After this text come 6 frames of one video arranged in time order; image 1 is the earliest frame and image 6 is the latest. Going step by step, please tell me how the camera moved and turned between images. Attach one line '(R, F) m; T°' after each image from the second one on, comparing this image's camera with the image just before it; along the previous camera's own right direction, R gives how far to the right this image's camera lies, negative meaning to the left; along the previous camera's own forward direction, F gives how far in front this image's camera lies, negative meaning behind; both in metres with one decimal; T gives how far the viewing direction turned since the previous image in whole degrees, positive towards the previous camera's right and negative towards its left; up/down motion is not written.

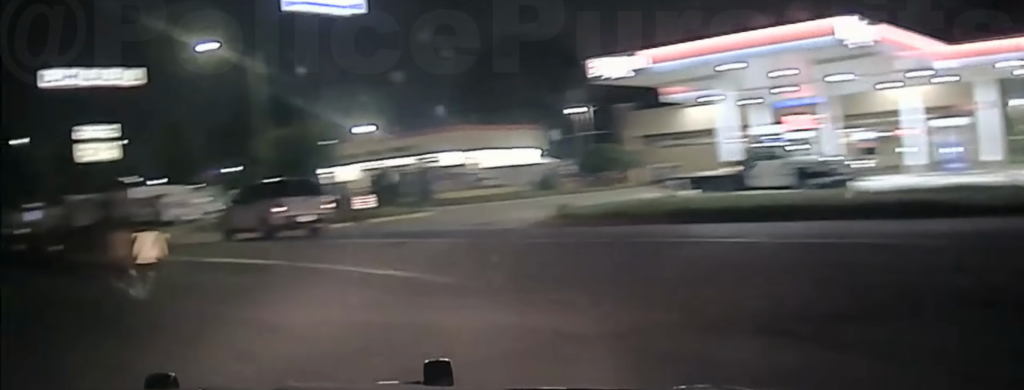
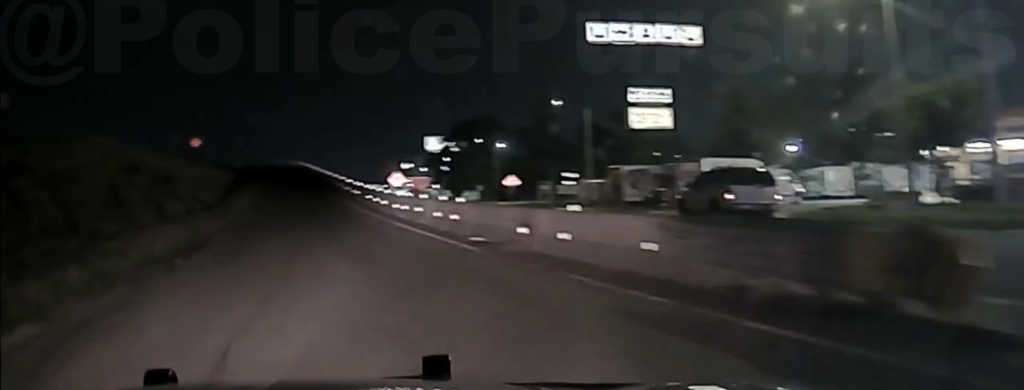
(-3.8, +11.1) m; -29°
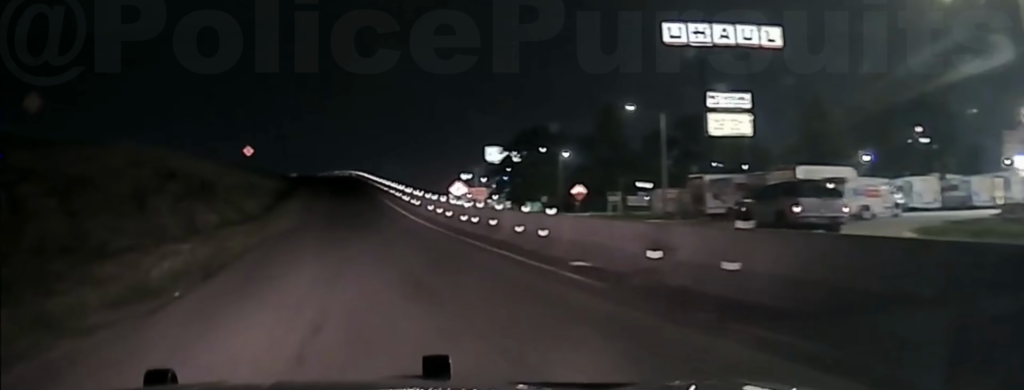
(-0.3, +4.8) m; -5°
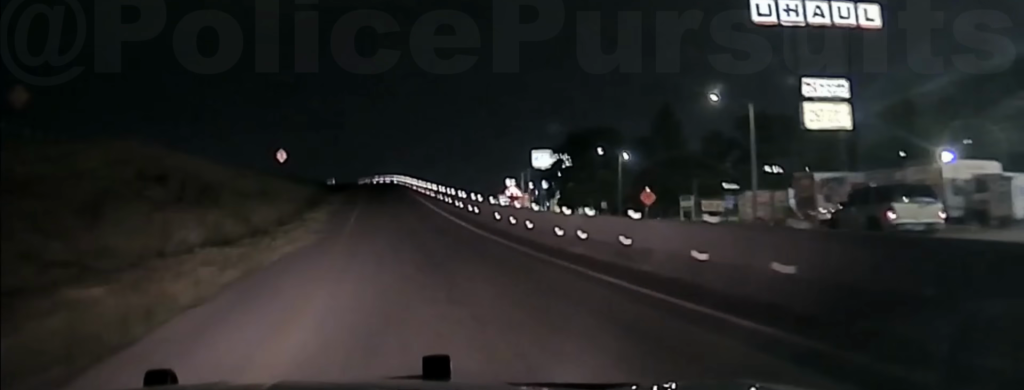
(-0.4, +8.6) m; -3°
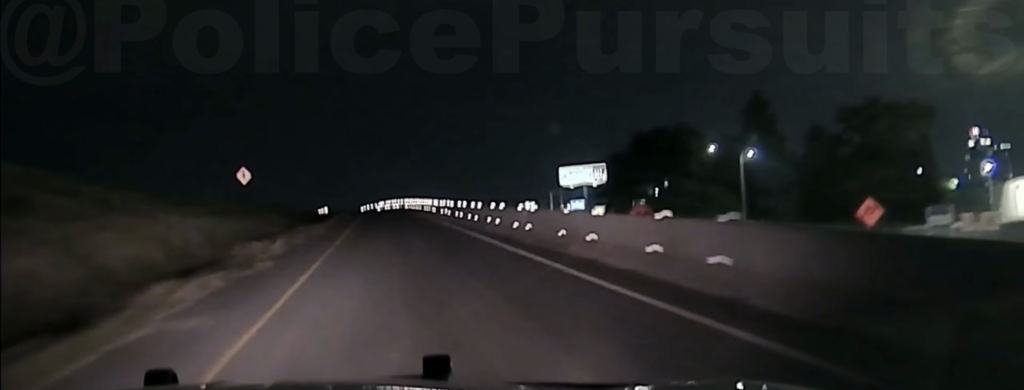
(-1.1, +39.5) m; -2°
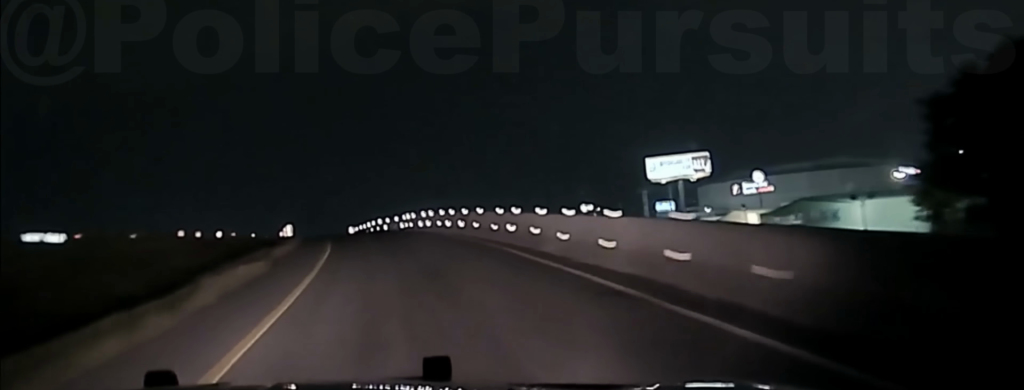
(+0.1, +61.9) m; 0°
